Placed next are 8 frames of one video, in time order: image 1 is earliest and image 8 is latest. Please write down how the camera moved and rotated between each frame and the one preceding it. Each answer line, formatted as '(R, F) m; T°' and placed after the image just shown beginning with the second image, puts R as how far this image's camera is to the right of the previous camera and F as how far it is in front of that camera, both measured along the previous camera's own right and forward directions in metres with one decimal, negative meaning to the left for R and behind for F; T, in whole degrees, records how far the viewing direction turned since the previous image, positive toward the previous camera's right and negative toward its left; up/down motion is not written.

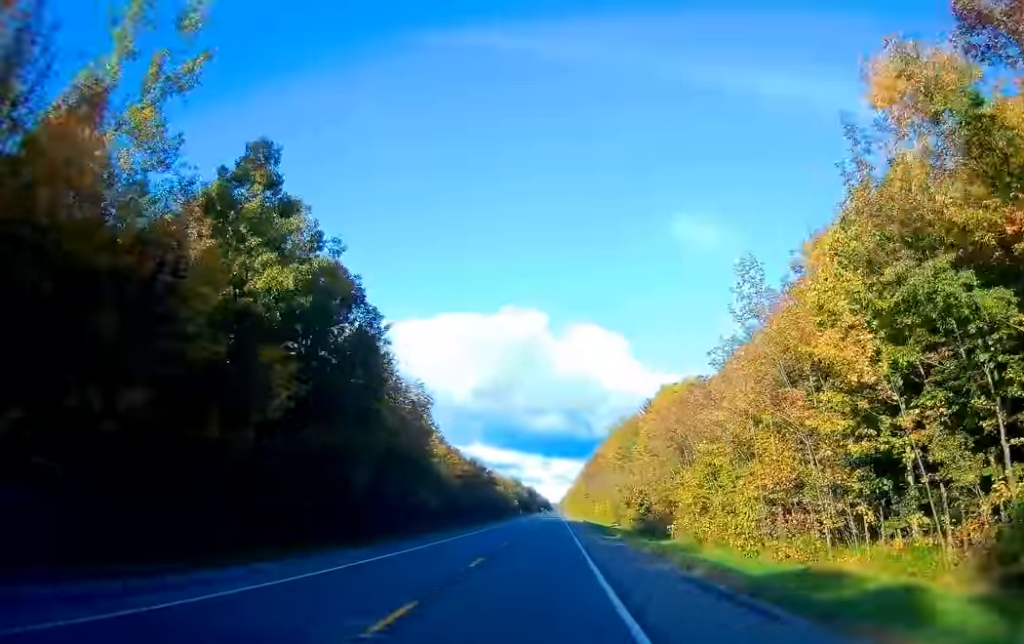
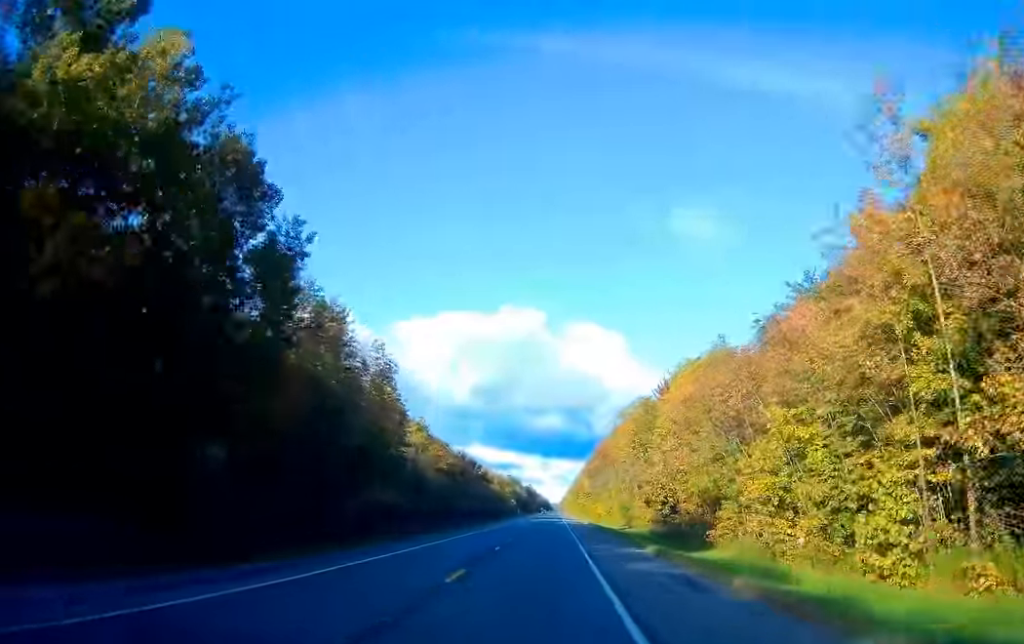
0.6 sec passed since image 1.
(0.0, +16.7) m; -1°
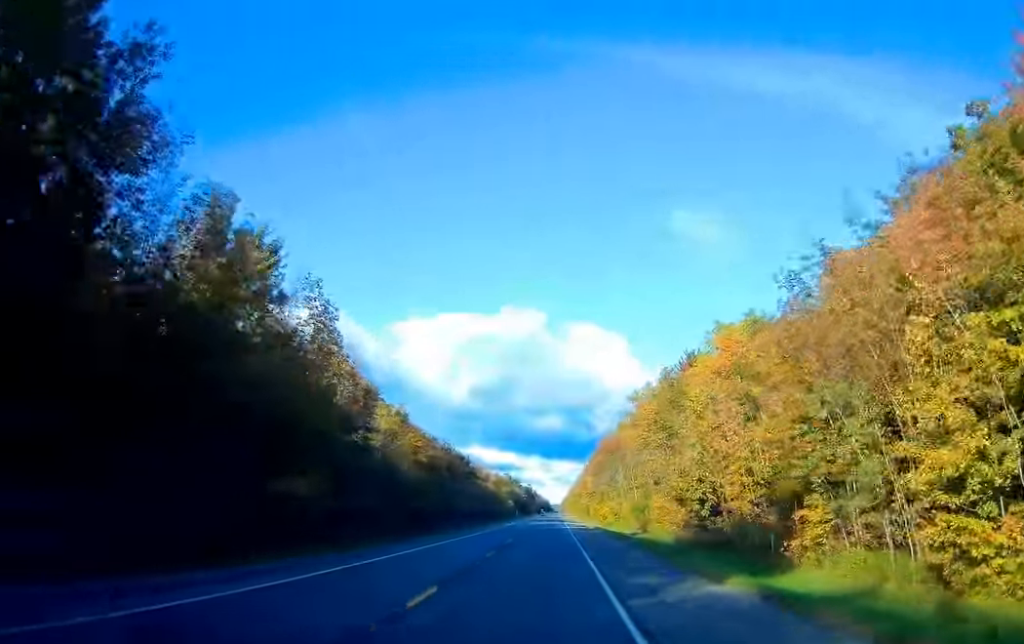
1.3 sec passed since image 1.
(-0.1, +16.7) m; 0°
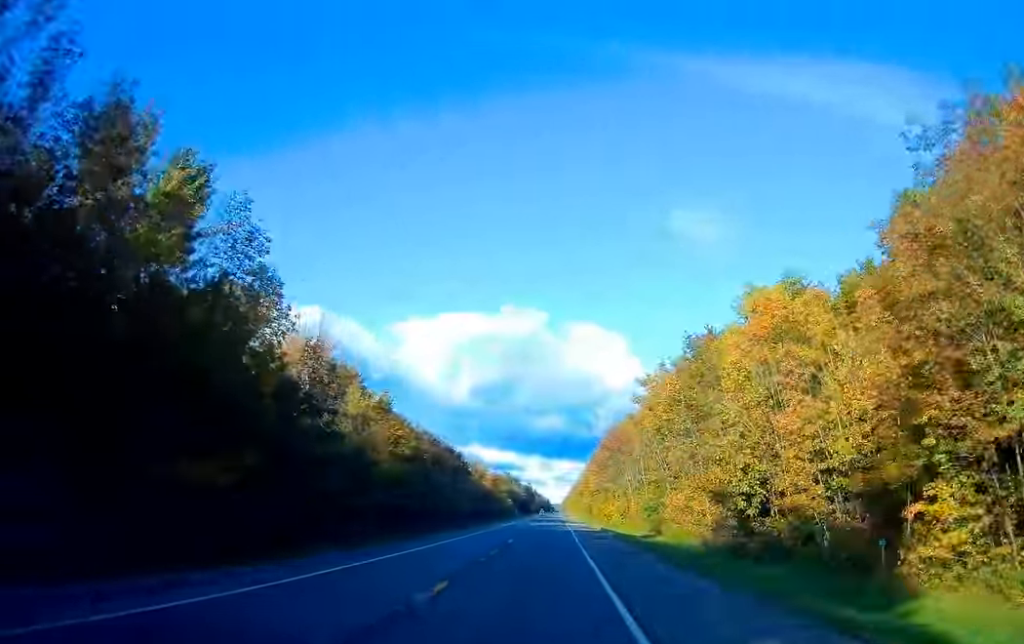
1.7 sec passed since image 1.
(-0.2, +11.5) m; 0°
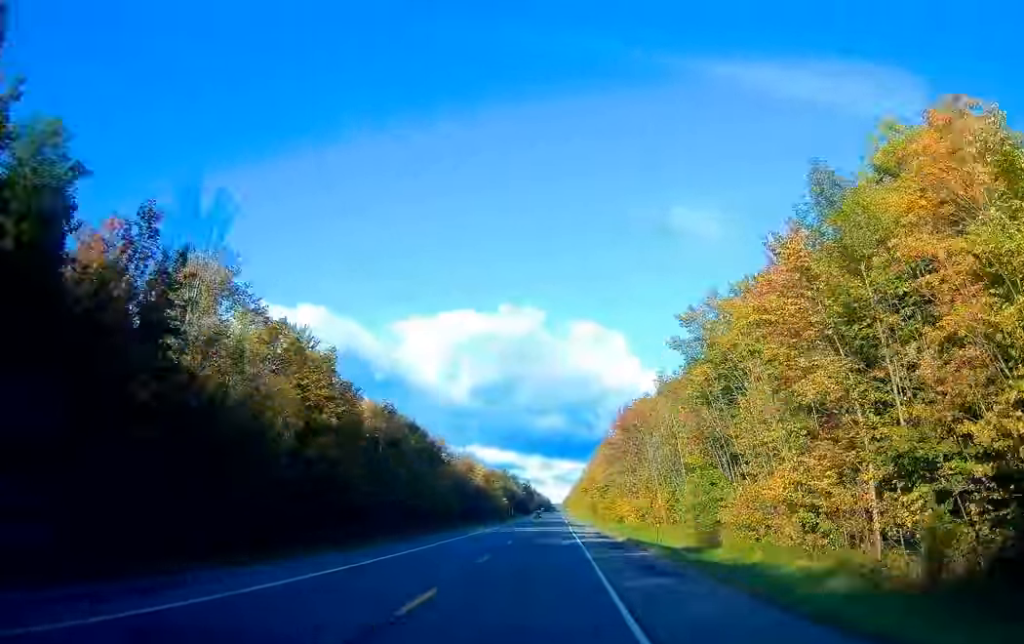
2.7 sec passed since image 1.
(+0.3, +26.0) m; +1°
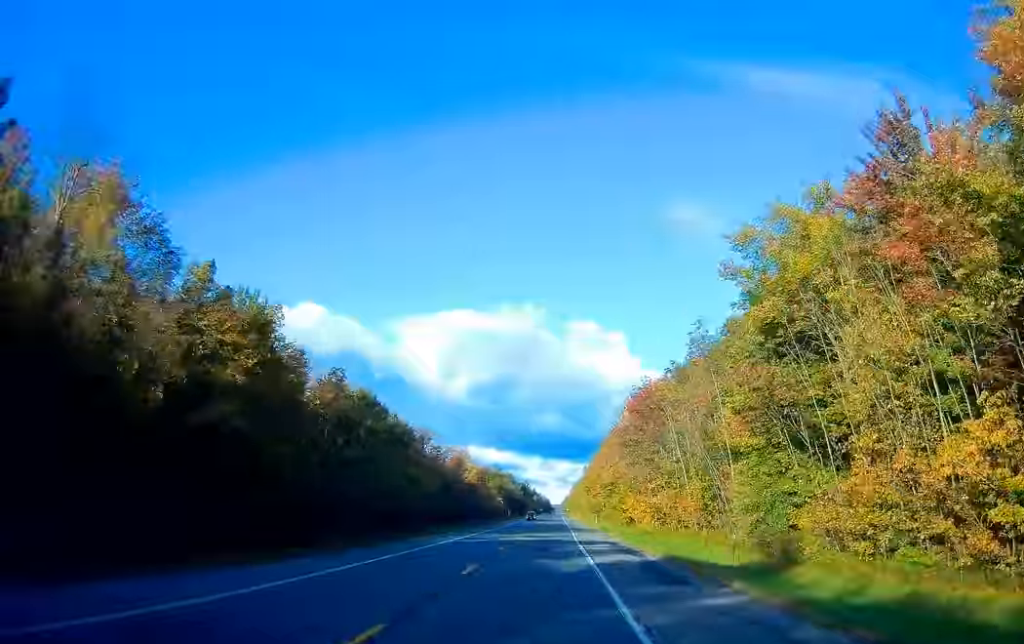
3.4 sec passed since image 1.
(0.0, +16.6) m; 0°
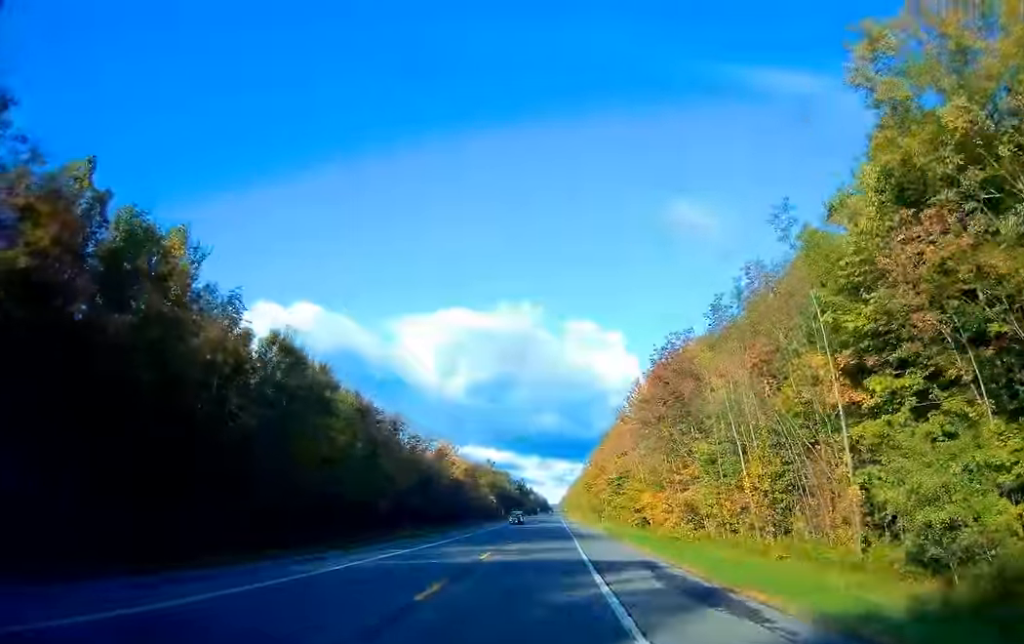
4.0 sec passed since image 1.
(0.0, +17.7) m; 0°
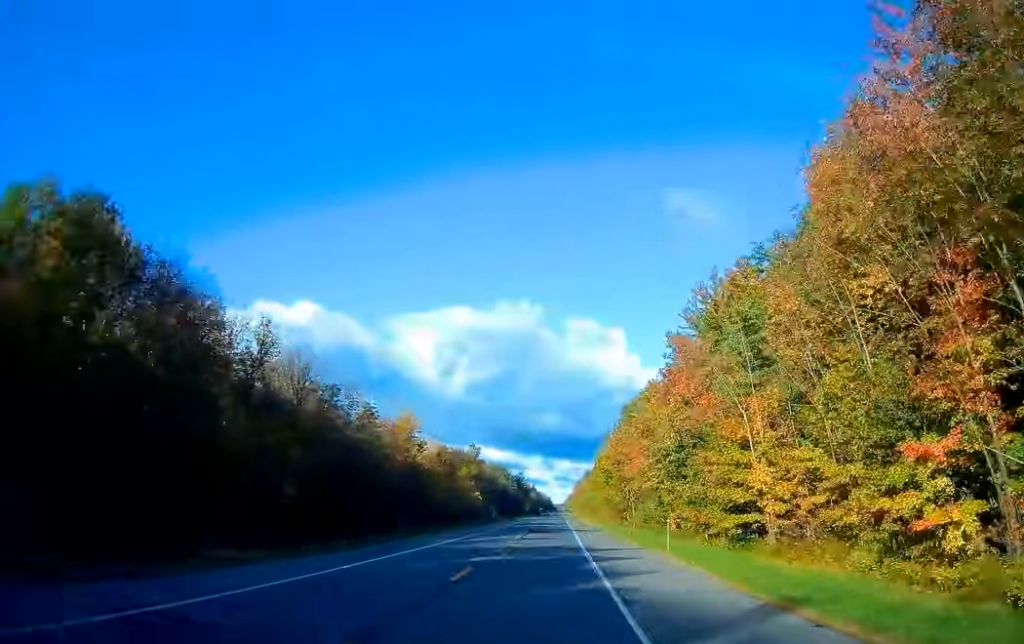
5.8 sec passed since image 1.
(0.0, +45.5) m; +1°
